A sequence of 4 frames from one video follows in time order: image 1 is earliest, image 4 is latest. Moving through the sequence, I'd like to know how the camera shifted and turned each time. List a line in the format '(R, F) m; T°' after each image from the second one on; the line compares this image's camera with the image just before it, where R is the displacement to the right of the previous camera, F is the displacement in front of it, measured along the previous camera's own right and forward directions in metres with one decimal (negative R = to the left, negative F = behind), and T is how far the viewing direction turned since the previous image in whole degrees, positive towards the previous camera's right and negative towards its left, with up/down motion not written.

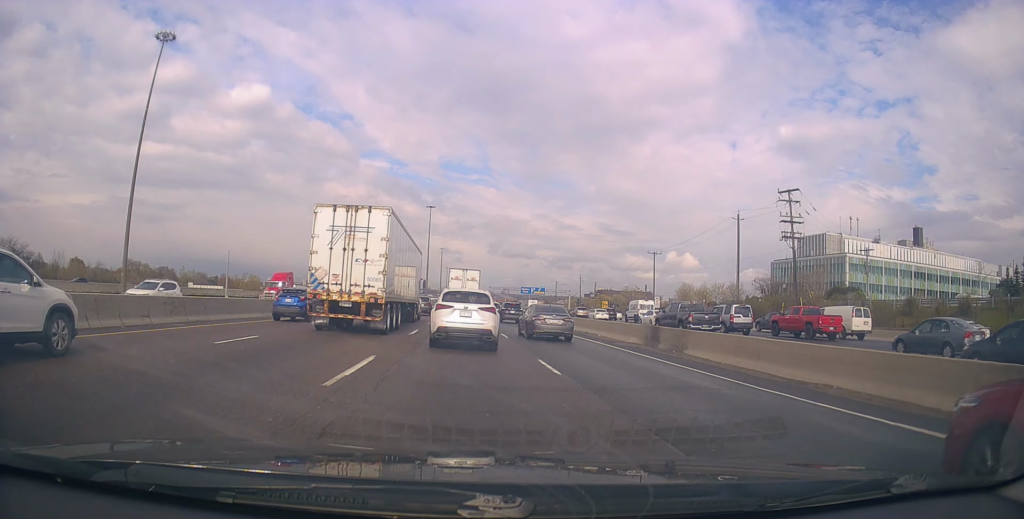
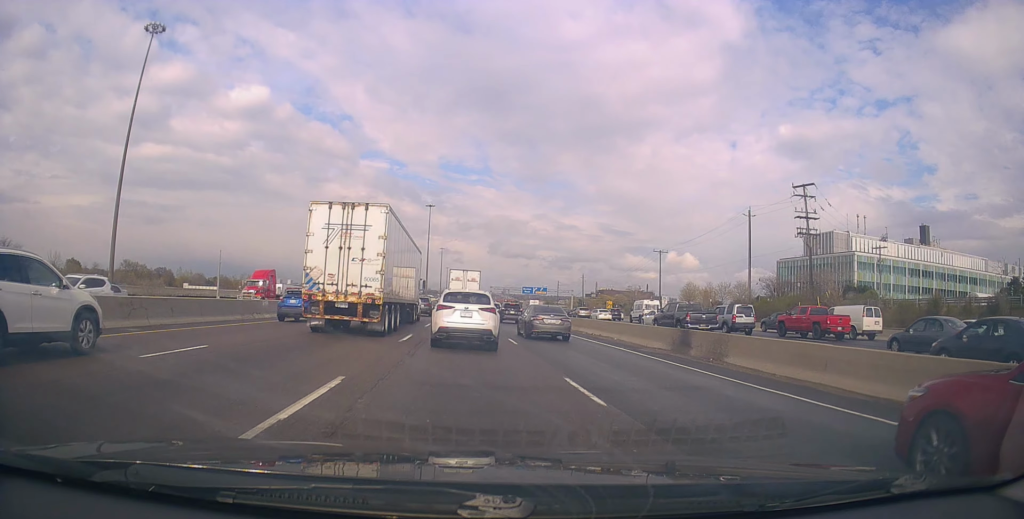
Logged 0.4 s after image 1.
(+0.1, +3.5) m; 0°
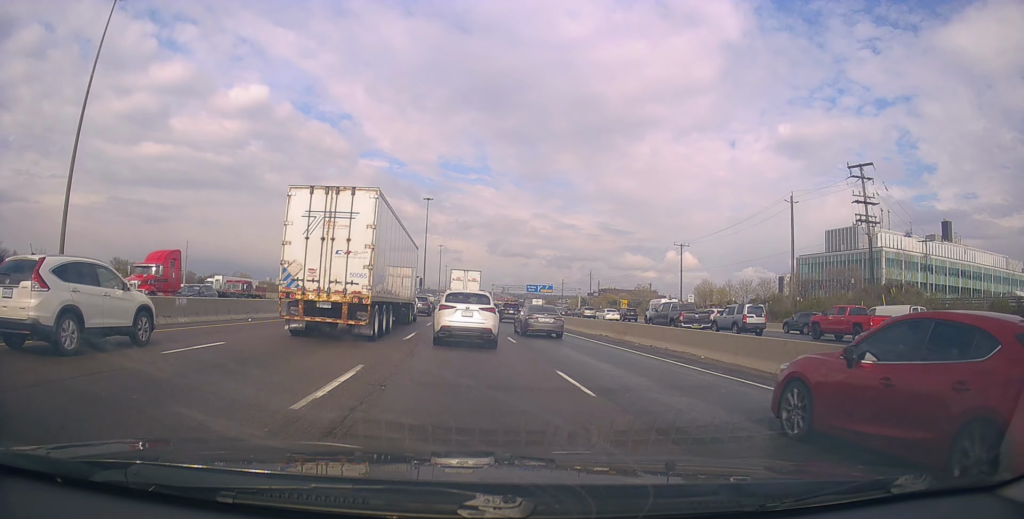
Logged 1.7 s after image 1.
(-0.2, +11.0) m; 0°
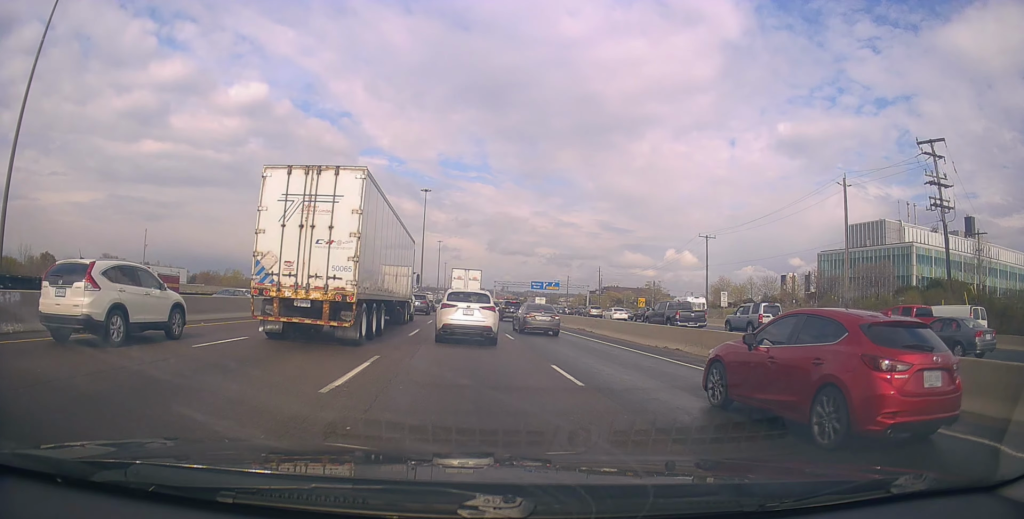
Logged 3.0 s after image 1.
(-0.1, +10.7) m; -1°
